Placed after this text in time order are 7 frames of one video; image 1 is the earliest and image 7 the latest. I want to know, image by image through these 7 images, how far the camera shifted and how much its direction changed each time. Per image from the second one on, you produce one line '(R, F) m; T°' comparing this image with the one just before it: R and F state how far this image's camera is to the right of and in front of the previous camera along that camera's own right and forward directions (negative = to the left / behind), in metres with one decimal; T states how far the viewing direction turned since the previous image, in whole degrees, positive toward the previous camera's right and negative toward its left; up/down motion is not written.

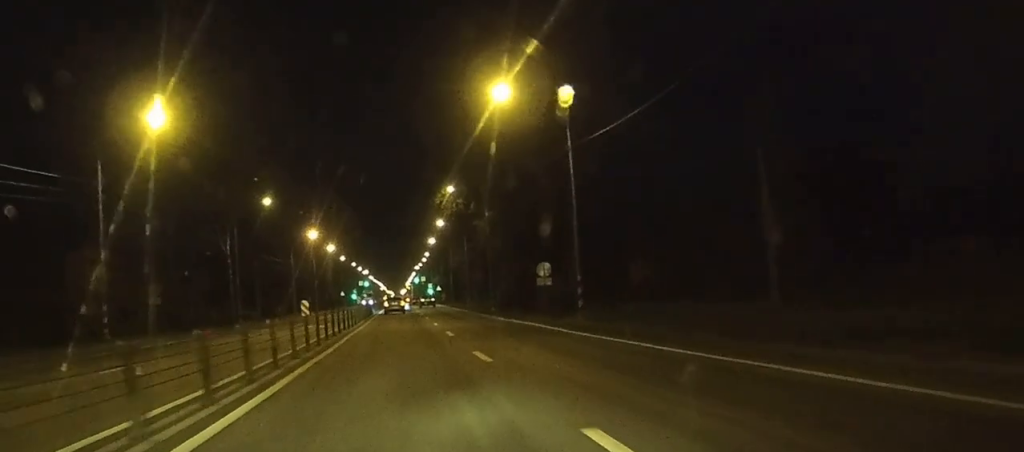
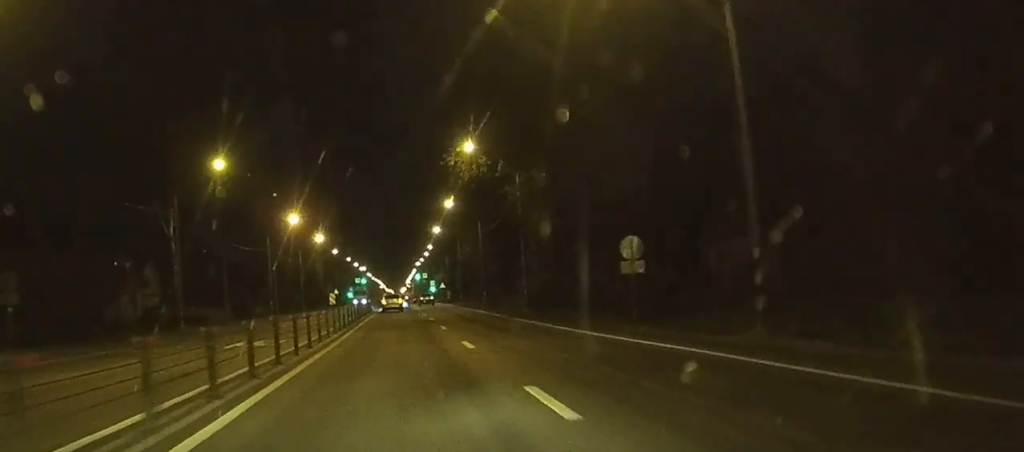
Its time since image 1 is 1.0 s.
(0.0, +20.0) m; 0°
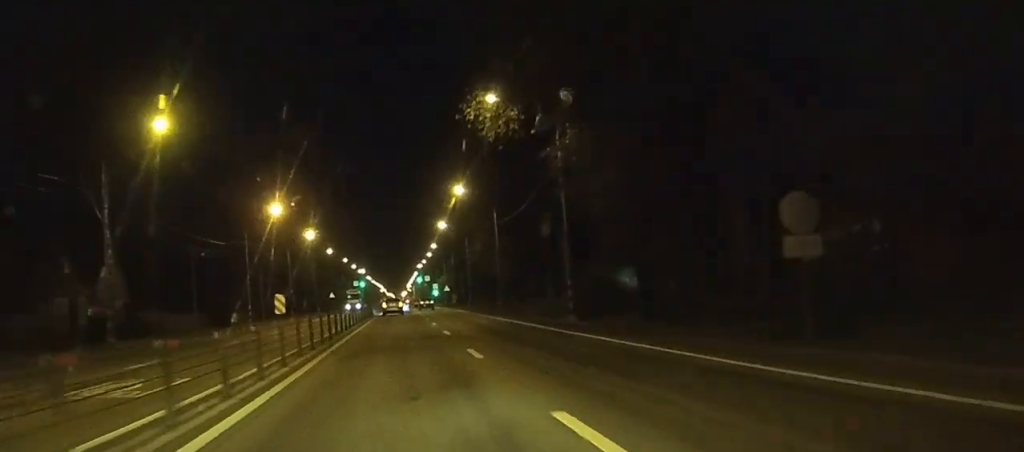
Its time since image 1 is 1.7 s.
(0.0, +14.0) m; 0°
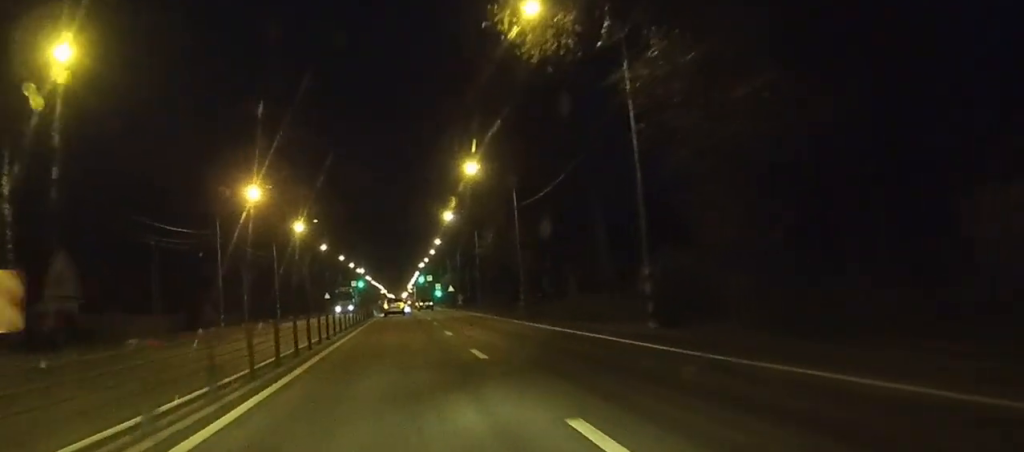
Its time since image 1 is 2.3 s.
(0.0, +12.7) m; 0°
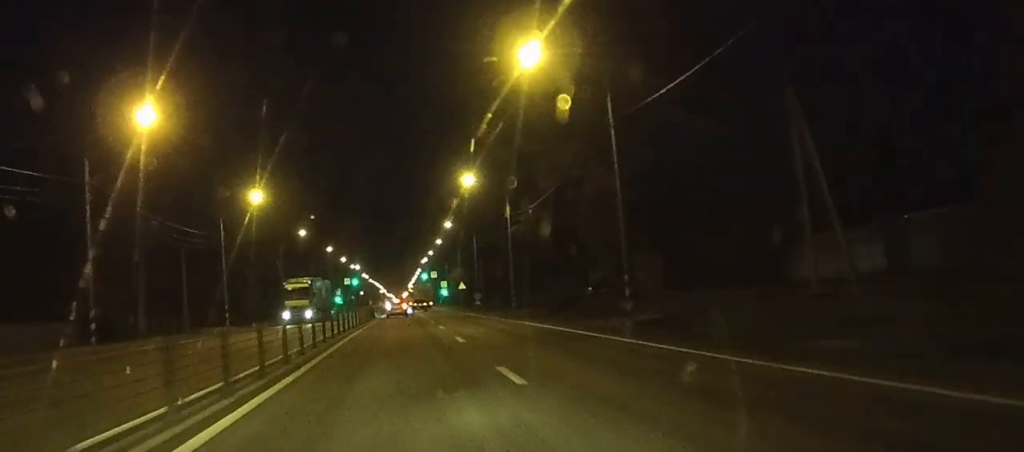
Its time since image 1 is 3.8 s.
(0.0, +28.8) m; 0°
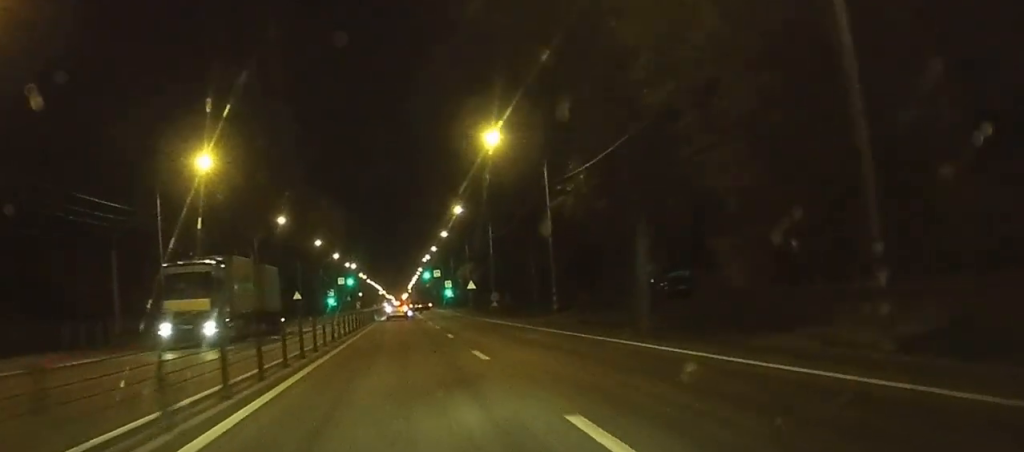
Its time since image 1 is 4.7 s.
(0.0, +18.2) m; 0°
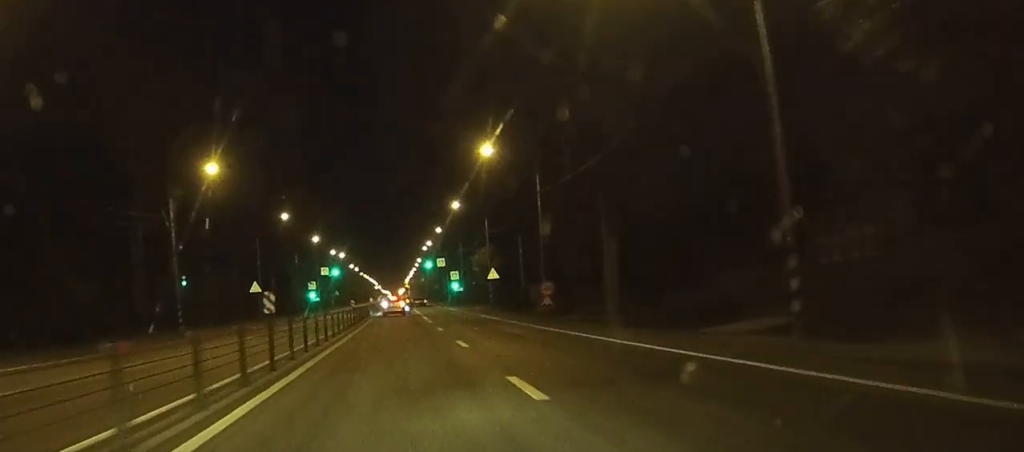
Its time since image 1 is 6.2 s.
(0.0, +31.3) m; 0°
